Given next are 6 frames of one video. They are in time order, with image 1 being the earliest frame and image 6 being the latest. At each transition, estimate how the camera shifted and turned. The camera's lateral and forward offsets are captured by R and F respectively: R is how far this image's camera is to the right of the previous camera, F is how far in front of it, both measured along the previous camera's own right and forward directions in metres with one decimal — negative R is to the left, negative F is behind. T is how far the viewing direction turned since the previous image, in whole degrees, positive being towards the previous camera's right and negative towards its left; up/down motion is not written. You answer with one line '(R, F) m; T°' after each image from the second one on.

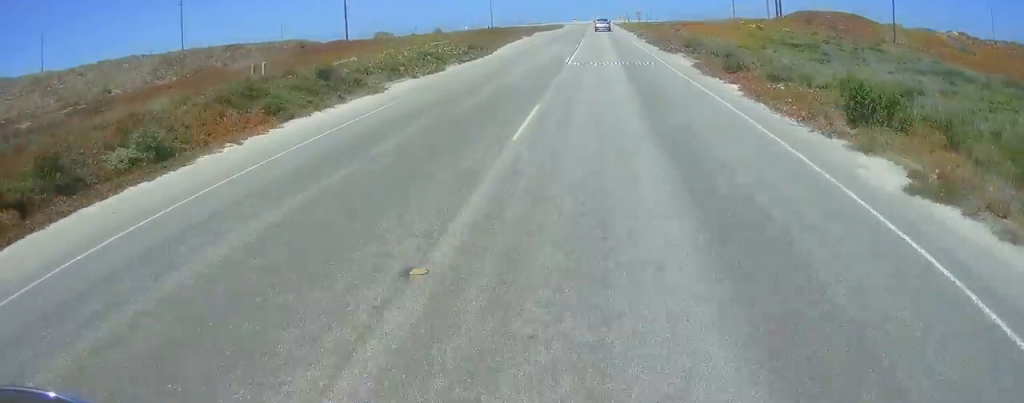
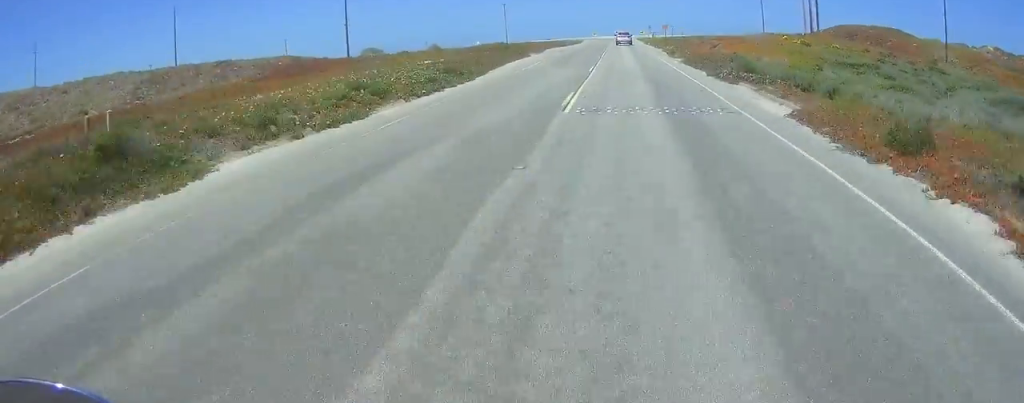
(0.0, +12.1) m; 0°
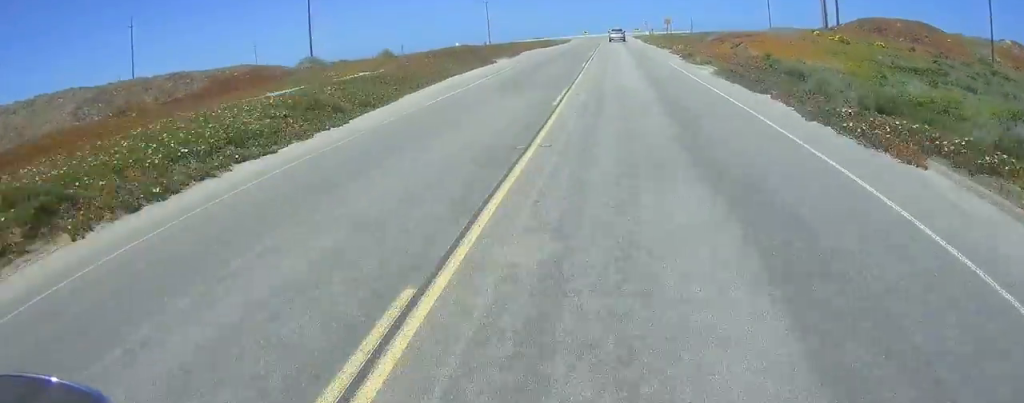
(0.0, +15.0) m; 0°
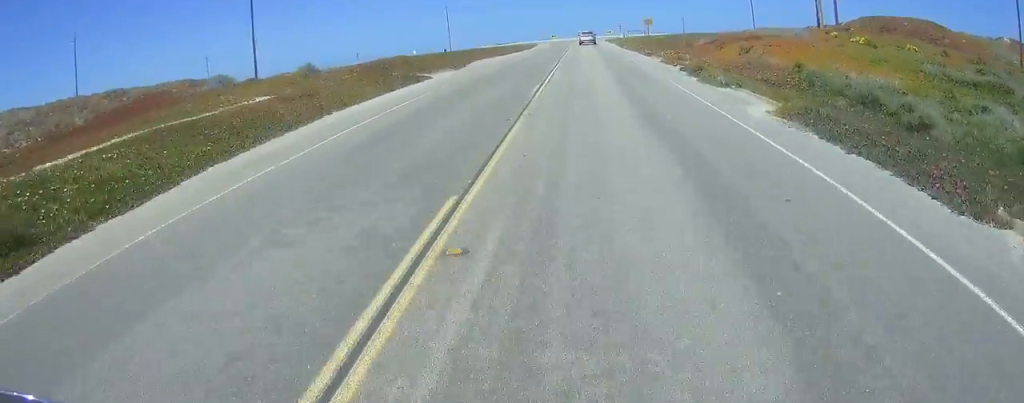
(0.0, +11.6) m; 0°
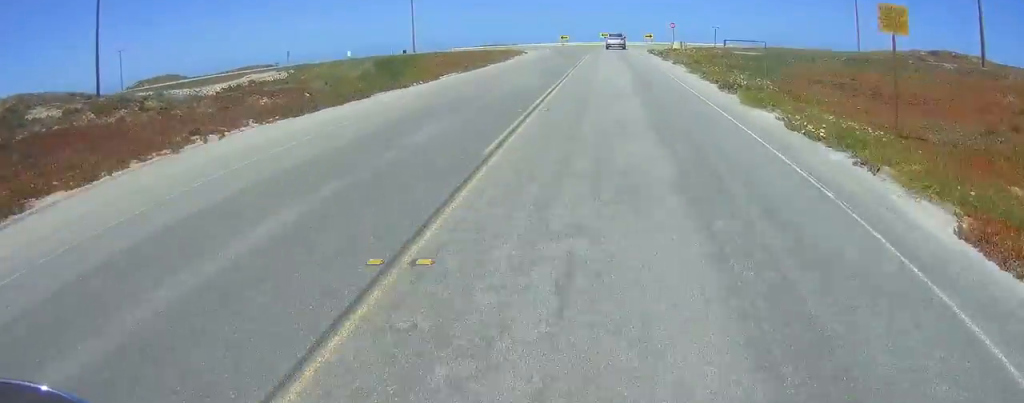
(-0.5, +47.8) m; -1°
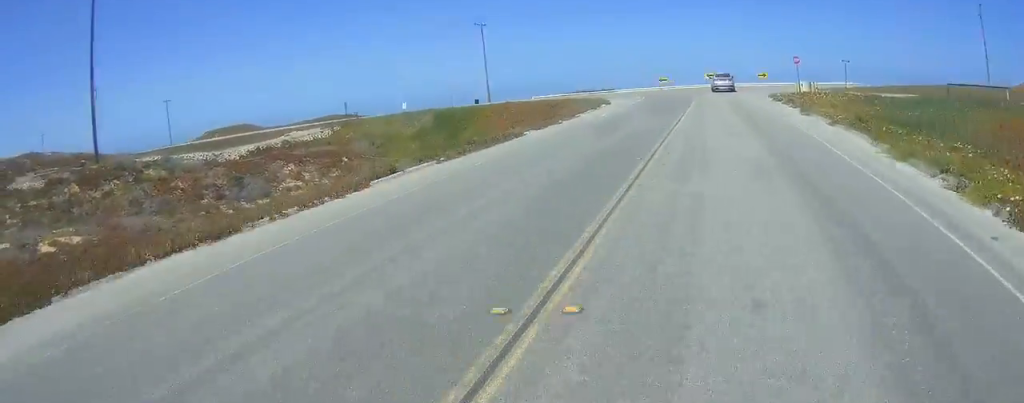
(+0.2, +15.7) m; +1°
